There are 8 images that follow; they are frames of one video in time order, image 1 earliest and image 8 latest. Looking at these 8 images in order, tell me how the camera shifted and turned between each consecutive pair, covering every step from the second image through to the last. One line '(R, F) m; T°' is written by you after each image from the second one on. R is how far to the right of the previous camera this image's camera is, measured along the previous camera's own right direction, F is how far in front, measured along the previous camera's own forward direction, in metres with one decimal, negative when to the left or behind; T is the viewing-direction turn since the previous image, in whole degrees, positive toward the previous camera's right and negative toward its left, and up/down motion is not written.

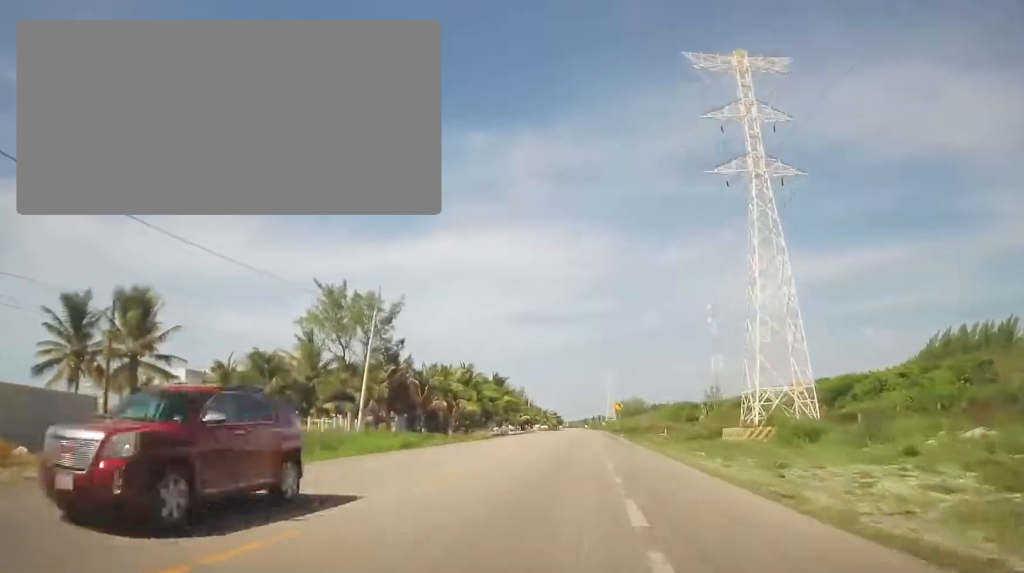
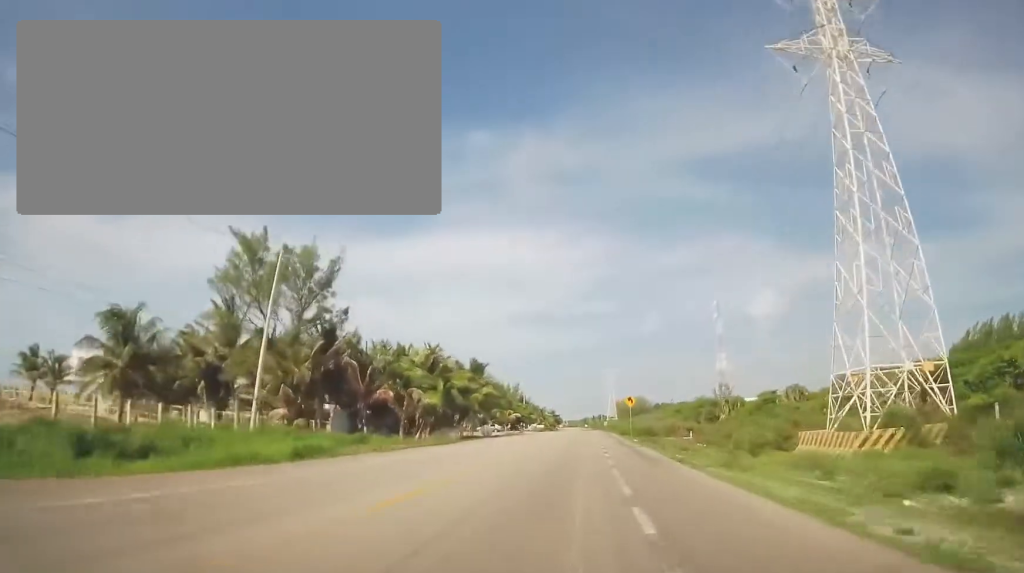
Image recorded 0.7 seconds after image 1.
(-0.2, +17.6) m; 0°
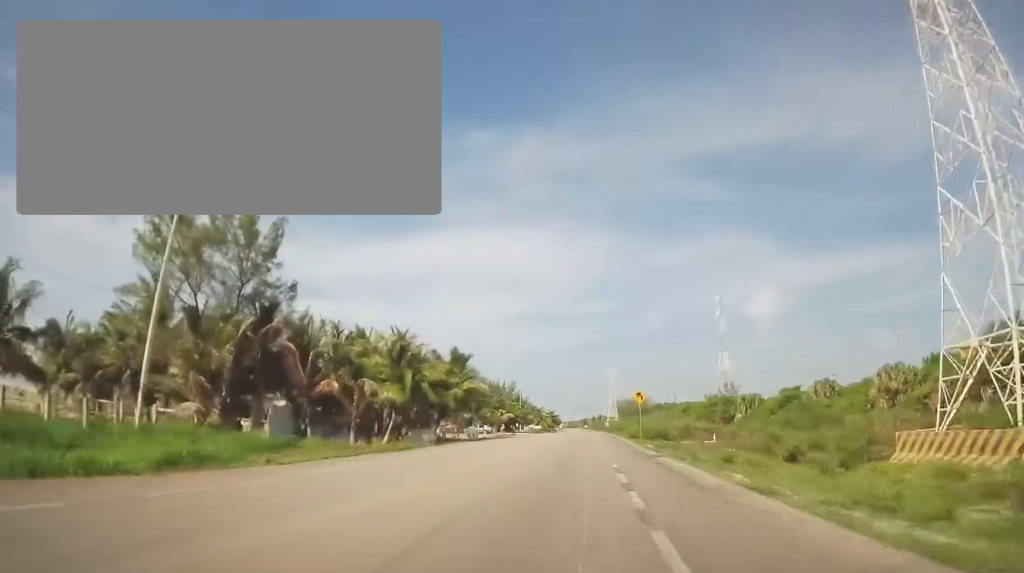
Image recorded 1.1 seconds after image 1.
(0.0, +10.3) m; 0°
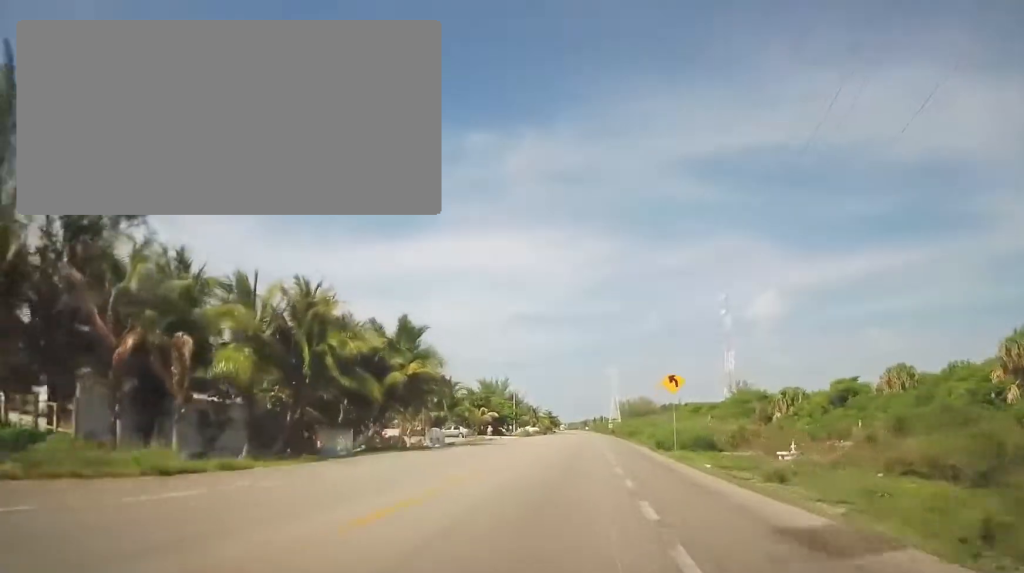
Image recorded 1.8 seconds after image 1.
(0.0, +17.5) m; +1°
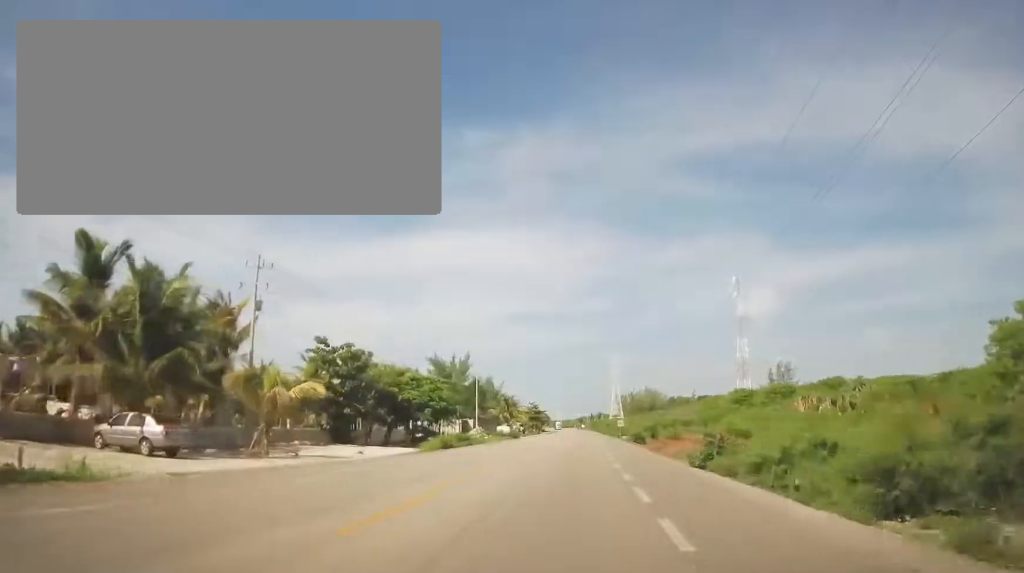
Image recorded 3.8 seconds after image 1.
(+1.1, +52.0) m; +1°
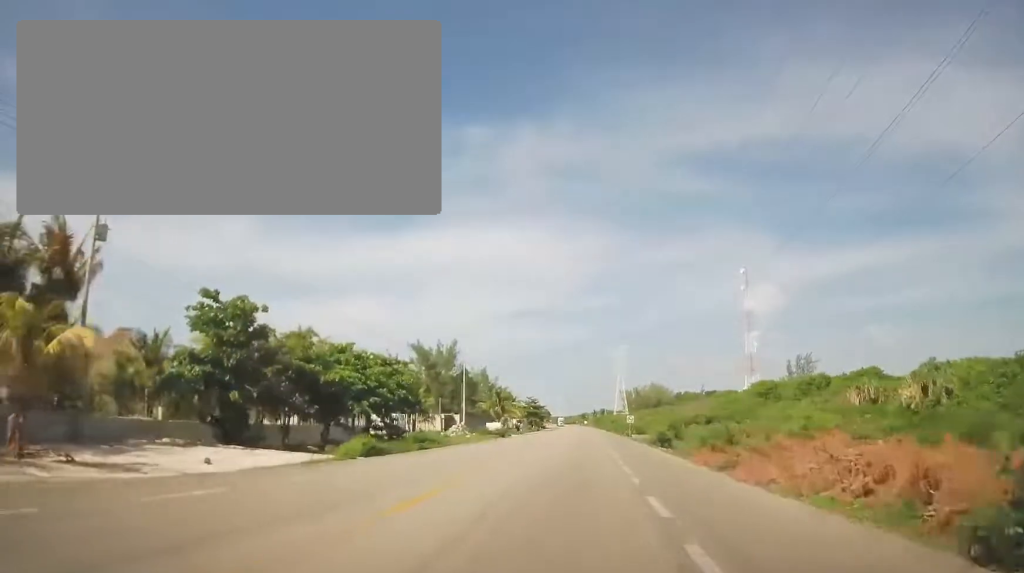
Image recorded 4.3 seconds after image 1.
(-0.1, +14.4) m; 0°
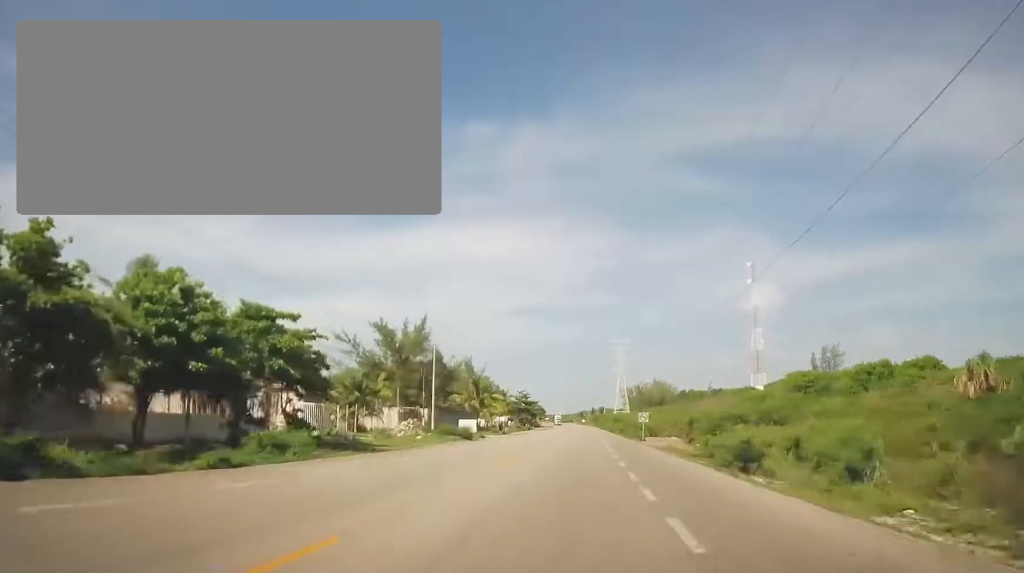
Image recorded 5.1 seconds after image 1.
(-0.2, +19.2) m; 0°
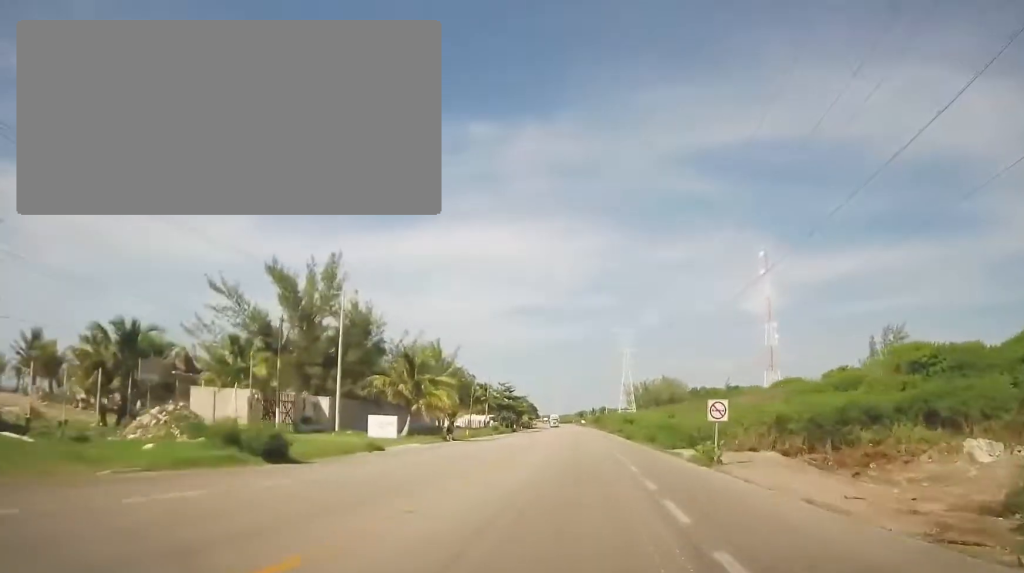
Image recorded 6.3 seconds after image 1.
(+0.3, +31.4) m; 0°
